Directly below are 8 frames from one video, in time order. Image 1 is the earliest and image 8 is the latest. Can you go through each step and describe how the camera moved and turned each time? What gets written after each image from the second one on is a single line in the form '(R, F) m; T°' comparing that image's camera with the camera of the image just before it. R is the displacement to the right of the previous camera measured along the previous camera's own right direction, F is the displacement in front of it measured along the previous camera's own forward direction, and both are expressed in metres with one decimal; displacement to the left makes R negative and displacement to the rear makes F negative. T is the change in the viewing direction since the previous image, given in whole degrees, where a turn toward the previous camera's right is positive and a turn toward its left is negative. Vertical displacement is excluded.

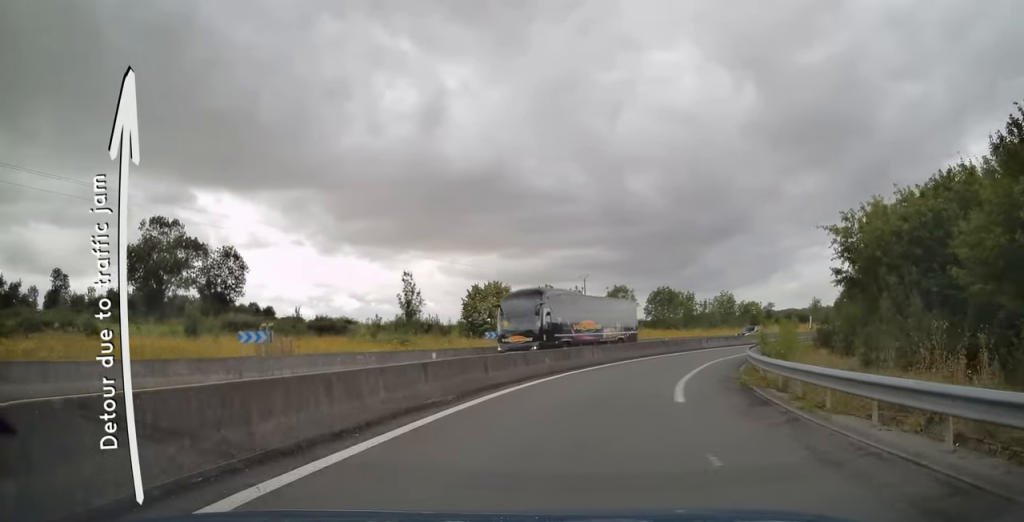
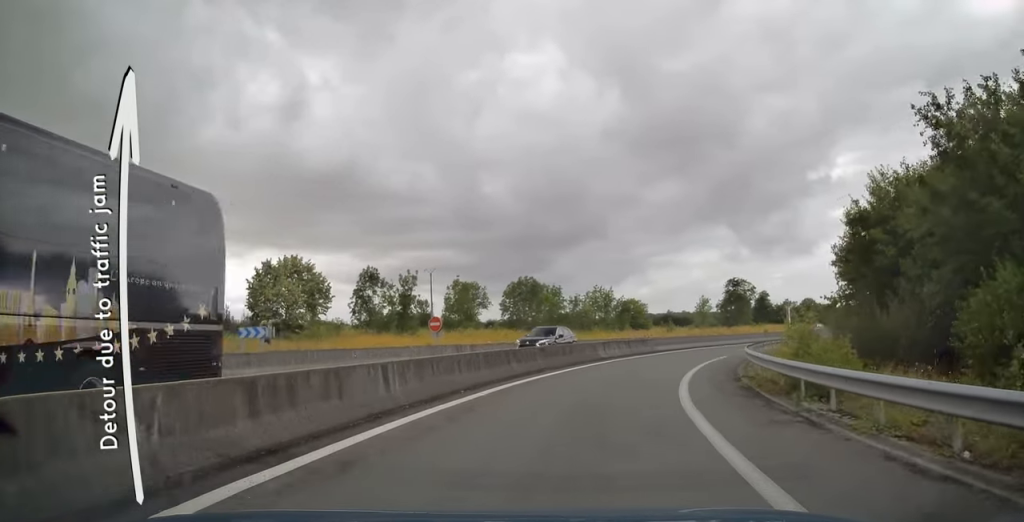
(+2.0, +17.0) m; +14°
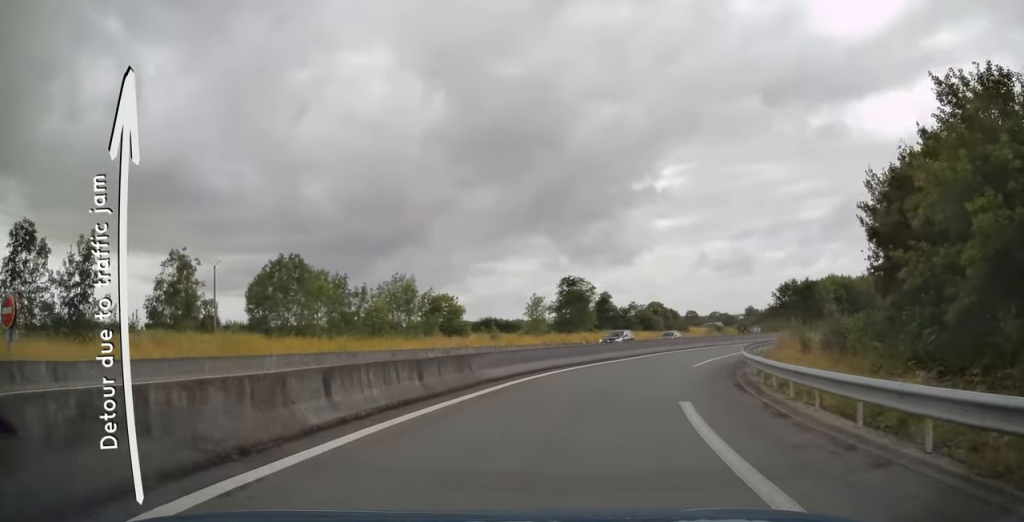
(+3.0, +20.6) m; +17°
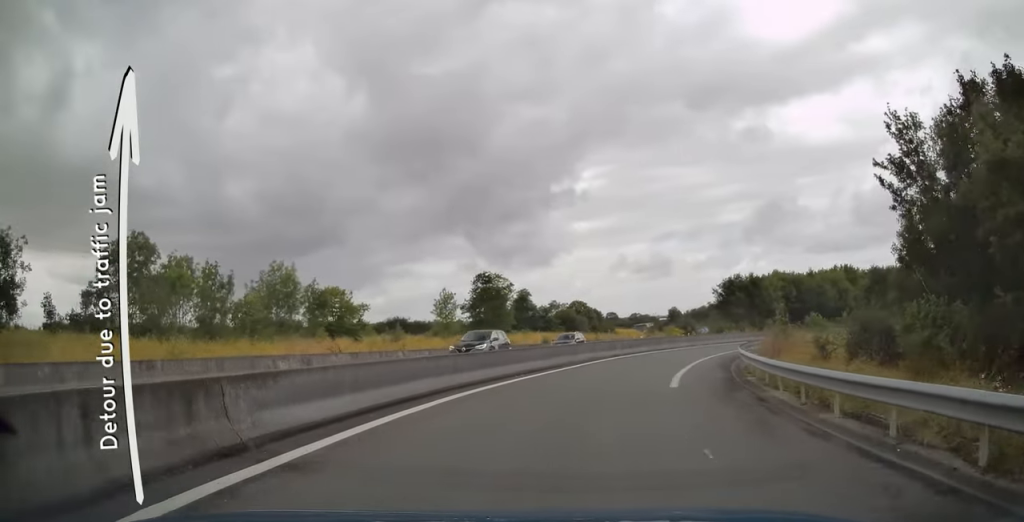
(+0.7, +9.5) m; +7°
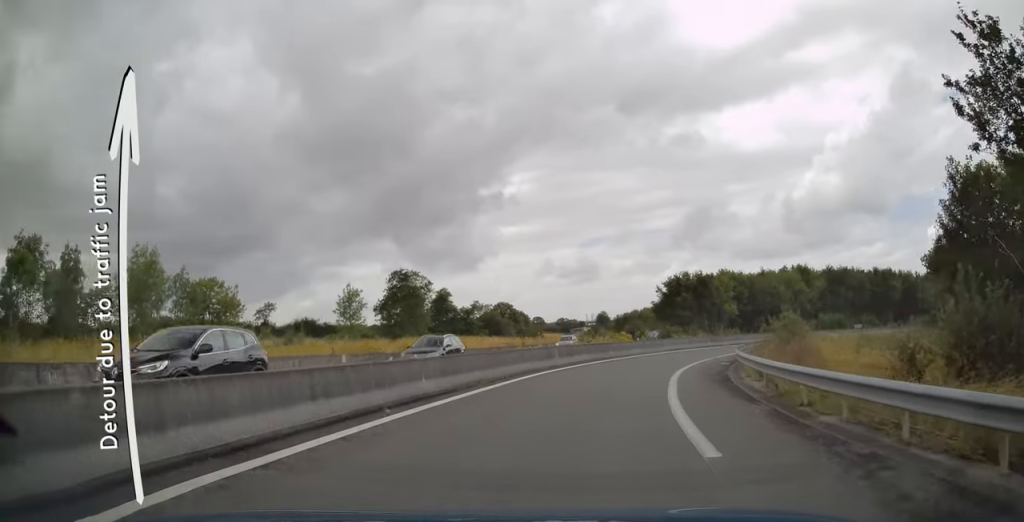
(+0.6, +8.8) m; +6°
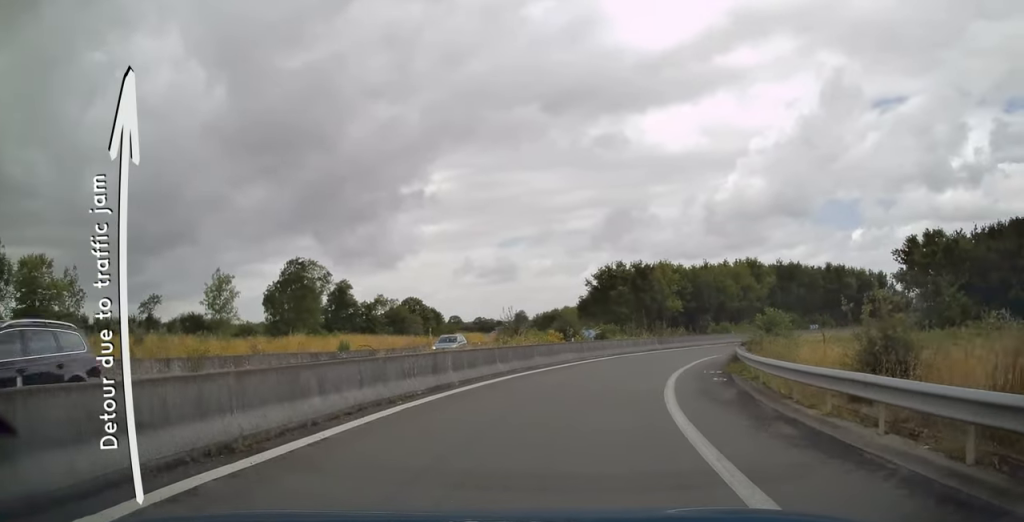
(+0.4, +10.1) m; +7°
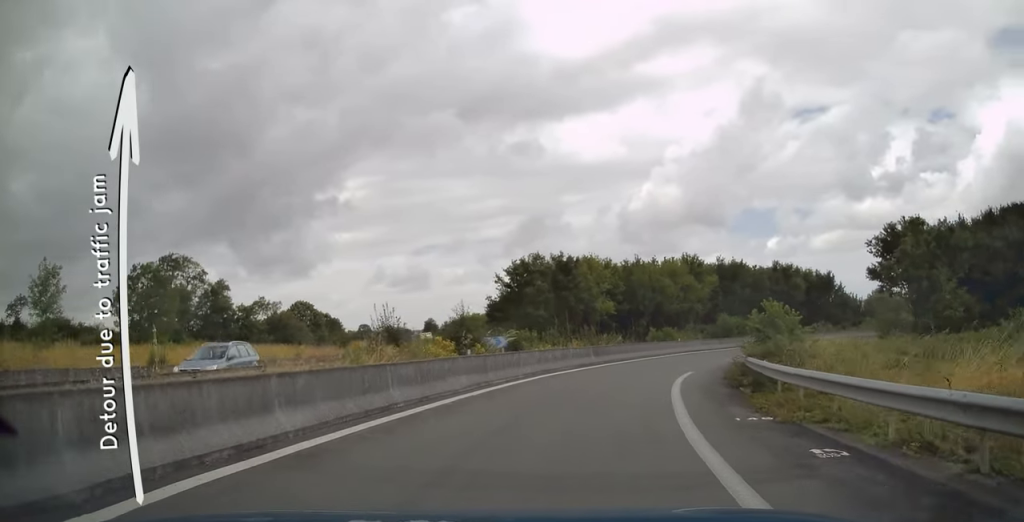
(+0.8, +11.0) m; +9°
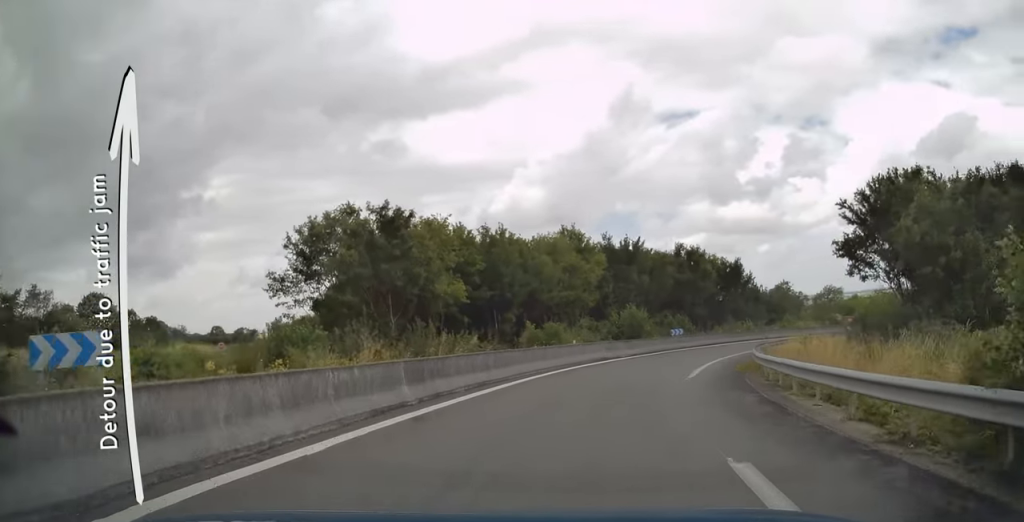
(+2.1, +17.3) m; +13°
